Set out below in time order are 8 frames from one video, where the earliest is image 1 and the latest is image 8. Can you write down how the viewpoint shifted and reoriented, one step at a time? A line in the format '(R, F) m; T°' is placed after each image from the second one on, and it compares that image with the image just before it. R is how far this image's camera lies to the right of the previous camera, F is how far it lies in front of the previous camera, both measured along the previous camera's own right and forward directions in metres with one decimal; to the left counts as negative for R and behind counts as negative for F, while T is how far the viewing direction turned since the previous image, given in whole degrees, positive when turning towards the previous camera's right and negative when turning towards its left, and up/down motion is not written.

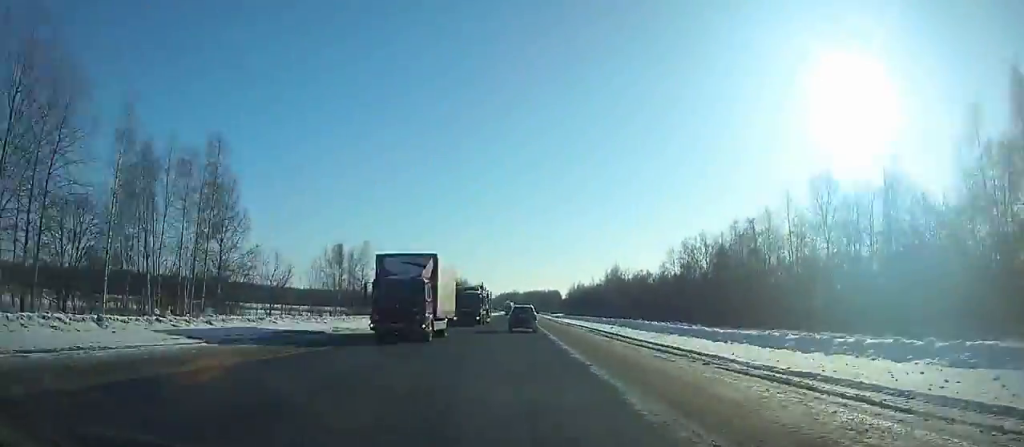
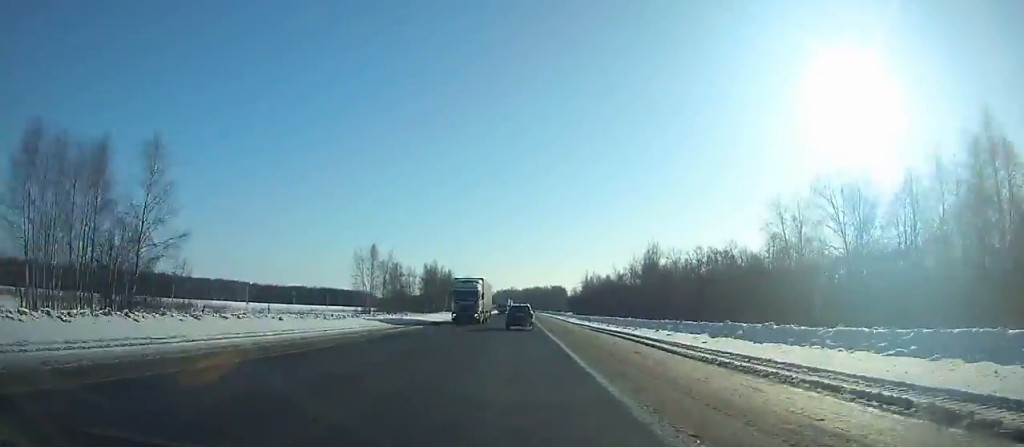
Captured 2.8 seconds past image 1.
(+0.1, +64.5) m; 0°
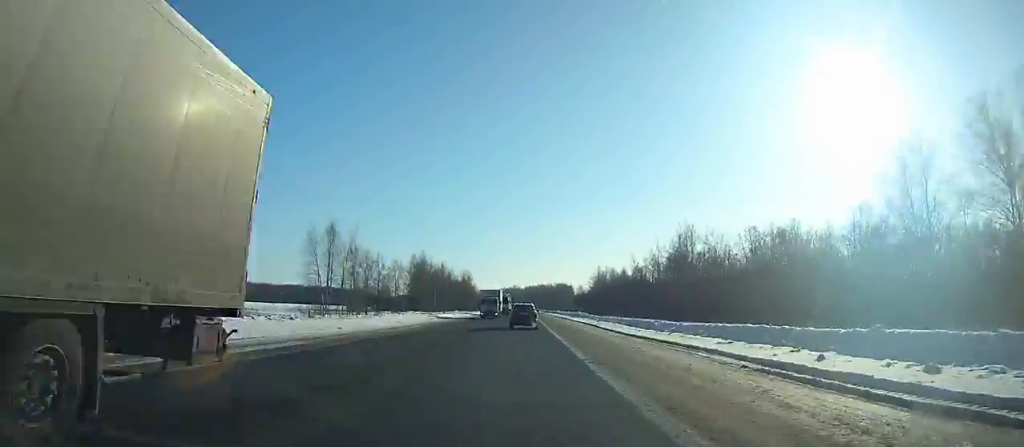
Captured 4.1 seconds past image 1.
(0.0, +30.0) m; 0°
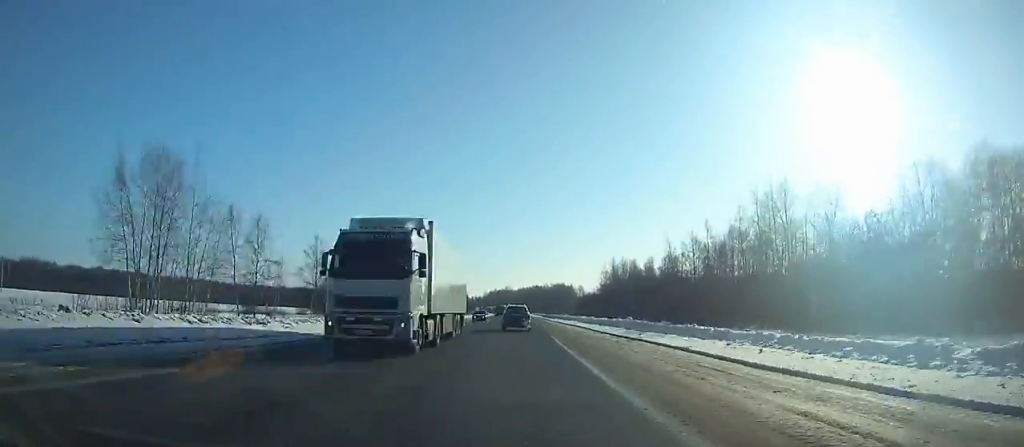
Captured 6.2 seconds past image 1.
(0.0, +48.2) m; 0°
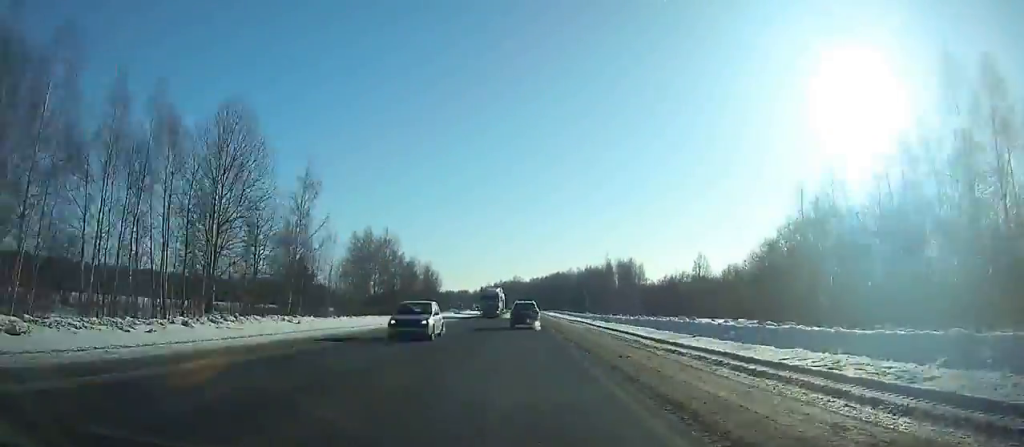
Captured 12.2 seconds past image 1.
(+0.1, +136.2) m; 0°
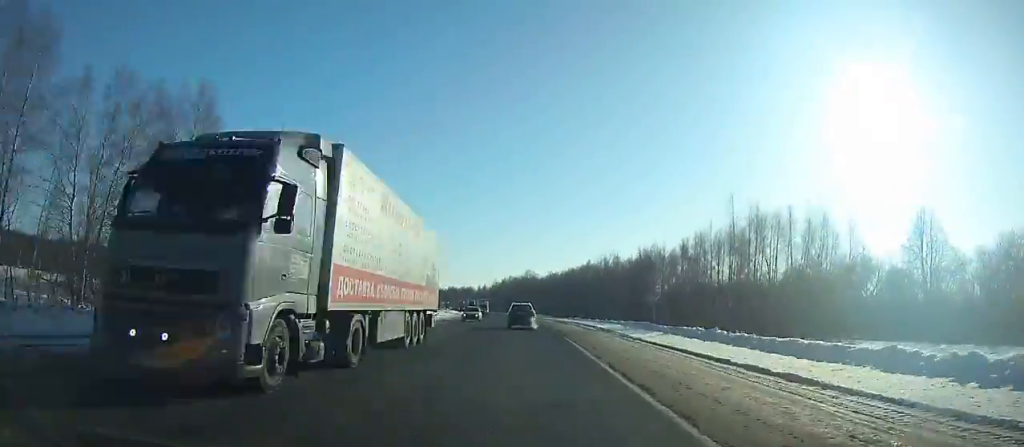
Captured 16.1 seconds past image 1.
(-0.8, +87.3) m; -2°
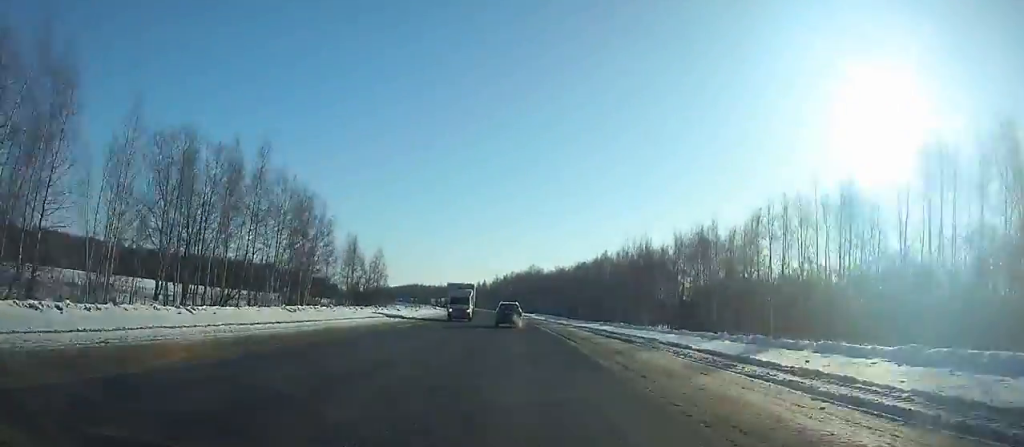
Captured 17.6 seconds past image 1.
(-0.3, +33.6) m; -1°
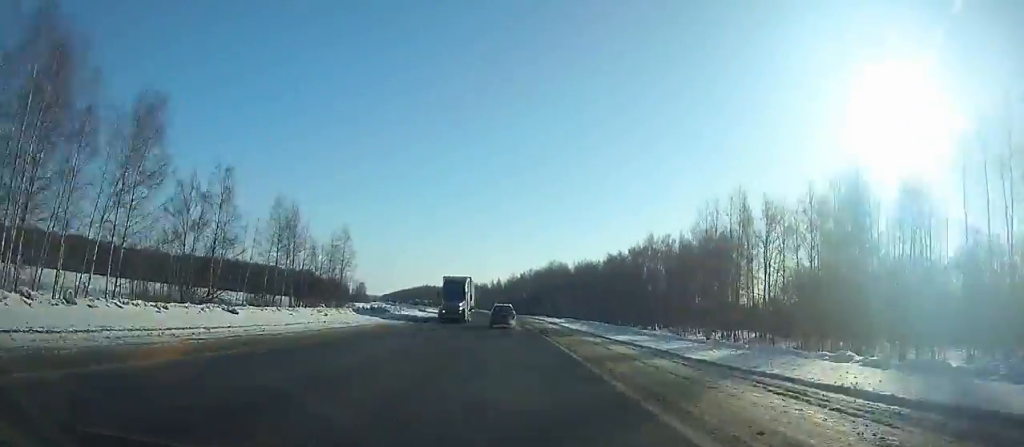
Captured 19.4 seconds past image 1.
(-0.1, +40.5) m; -2°
